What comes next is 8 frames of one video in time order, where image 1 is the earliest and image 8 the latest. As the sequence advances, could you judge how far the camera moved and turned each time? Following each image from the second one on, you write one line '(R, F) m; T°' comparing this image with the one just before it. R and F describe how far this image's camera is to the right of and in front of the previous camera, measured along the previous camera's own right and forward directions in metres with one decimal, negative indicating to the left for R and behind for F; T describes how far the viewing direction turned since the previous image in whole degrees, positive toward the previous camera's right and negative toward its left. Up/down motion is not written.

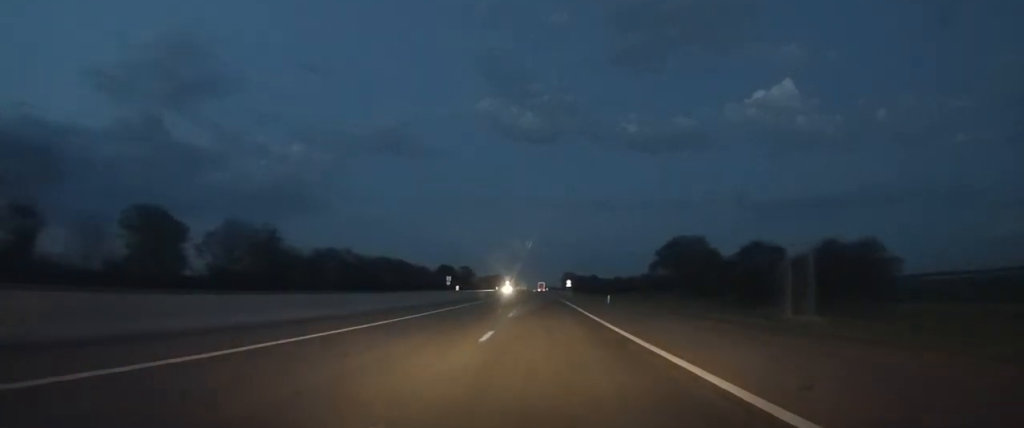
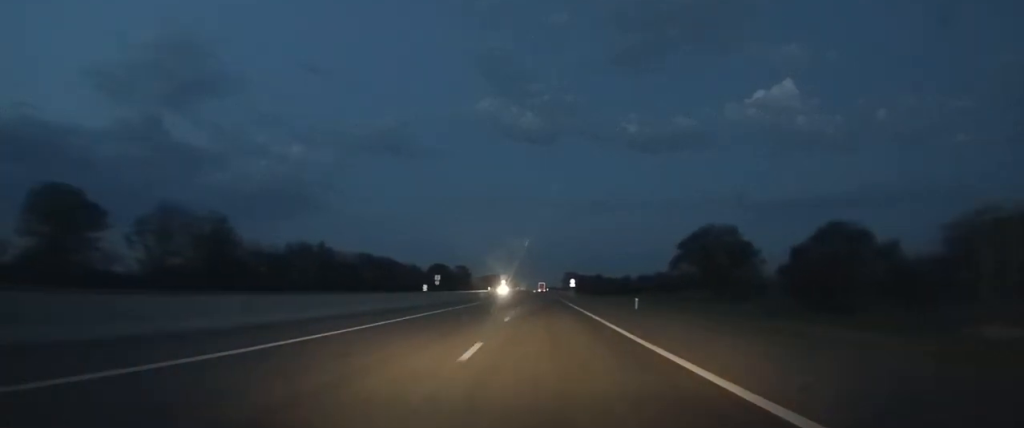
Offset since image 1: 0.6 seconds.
(0.0, +13.1) m; 0°
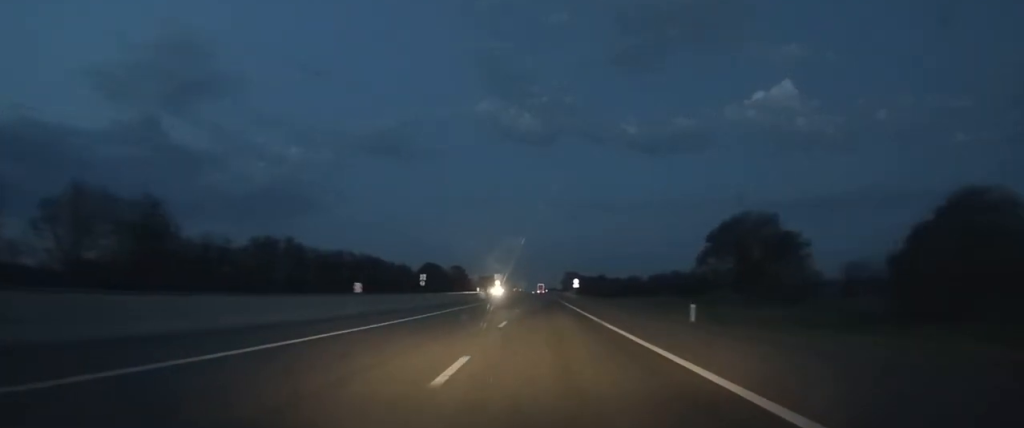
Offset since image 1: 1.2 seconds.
(0.0, +11.7) m; 0°
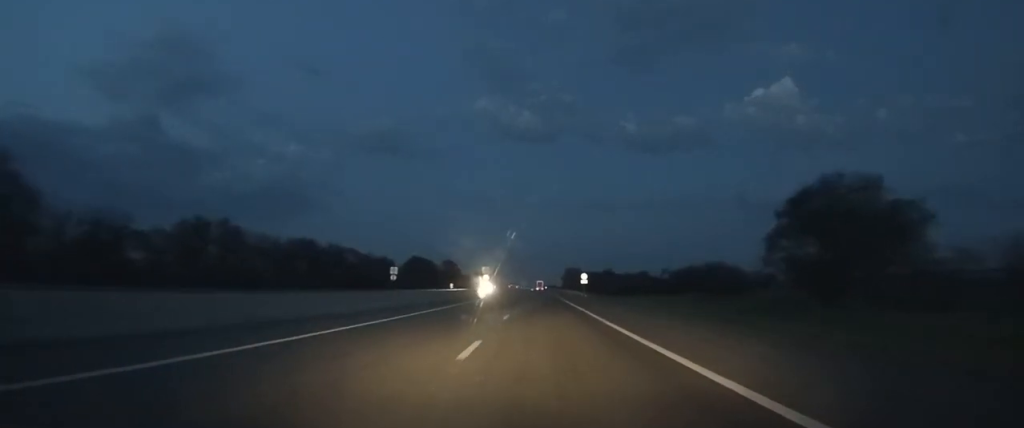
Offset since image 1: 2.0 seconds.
(0.0, +17.0) m; 0°
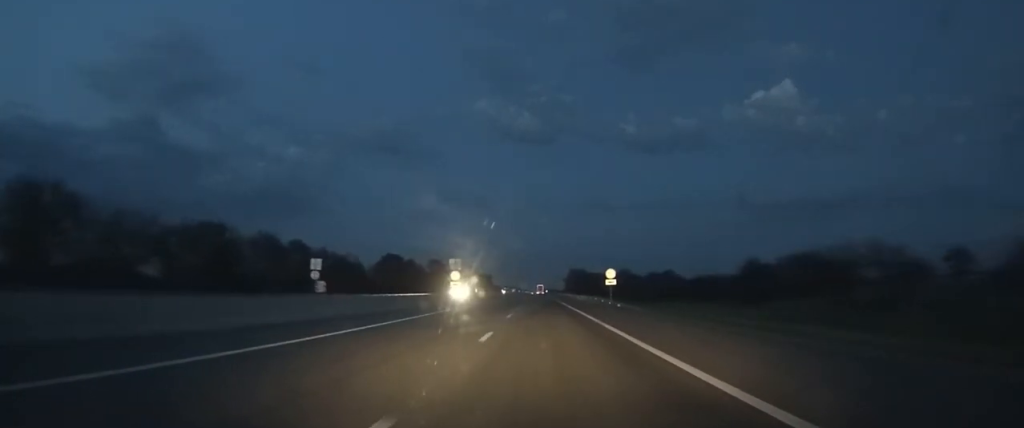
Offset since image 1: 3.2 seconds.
(+0.1, +27.6) m; 0°
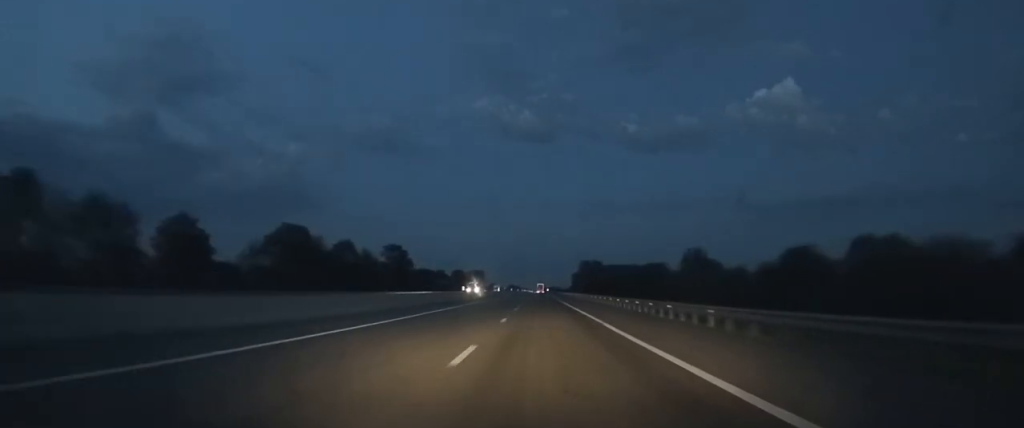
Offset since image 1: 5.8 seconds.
(0.0, +63.1) m; 0°
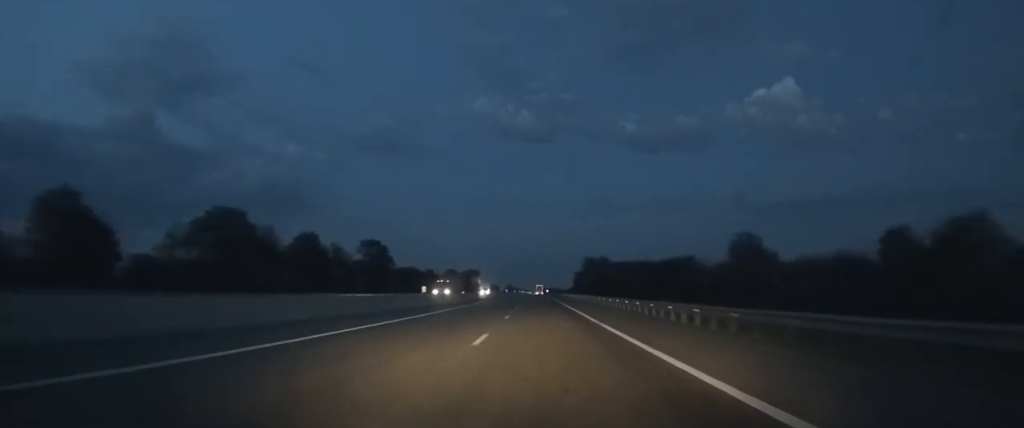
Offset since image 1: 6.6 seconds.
(0.0, +20.5) m; 0°
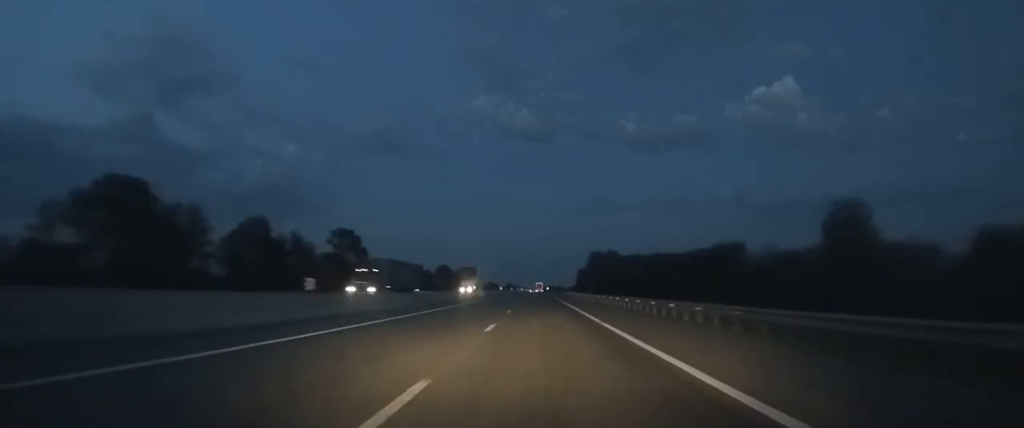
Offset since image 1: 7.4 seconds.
(+0.1, +20.5) m; 0°
